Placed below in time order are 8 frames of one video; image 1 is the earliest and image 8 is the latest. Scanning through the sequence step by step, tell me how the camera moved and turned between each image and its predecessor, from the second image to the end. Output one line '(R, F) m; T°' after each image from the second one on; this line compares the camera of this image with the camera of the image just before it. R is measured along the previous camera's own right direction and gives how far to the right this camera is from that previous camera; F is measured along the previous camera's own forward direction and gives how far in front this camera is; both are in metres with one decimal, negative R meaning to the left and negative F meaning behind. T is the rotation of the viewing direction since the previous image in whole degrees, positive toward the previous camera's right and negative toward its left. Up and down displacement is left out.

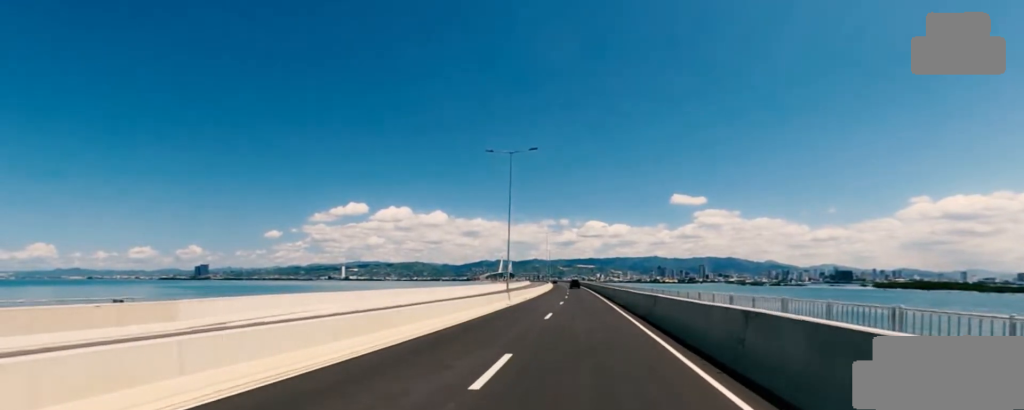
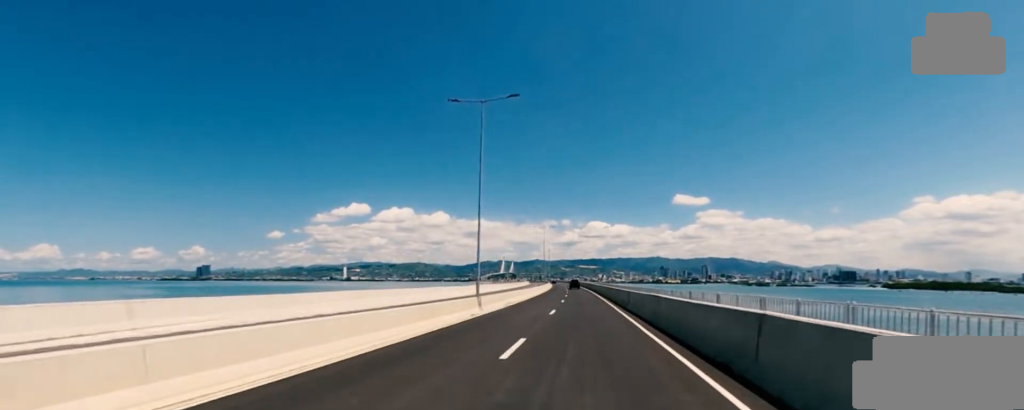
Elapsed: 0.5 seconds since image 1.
(0.0, +9.5) m; 0°
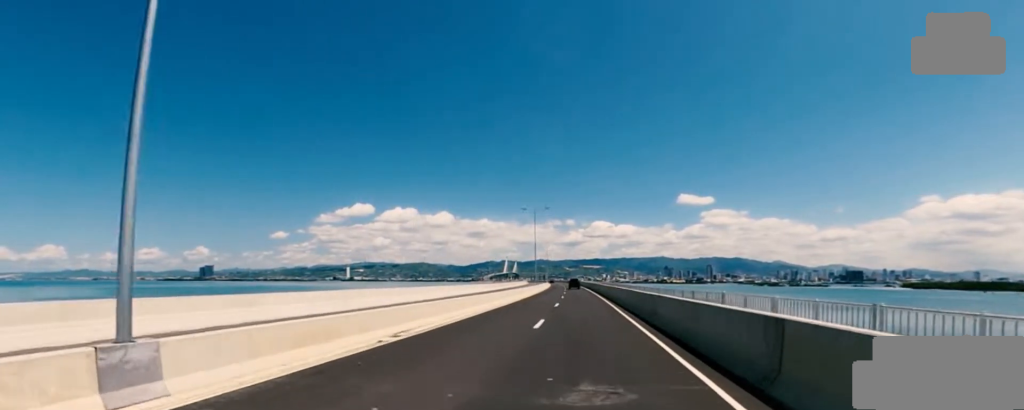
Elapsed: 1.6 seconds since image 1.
(+0.2, +18.6) m; +2°
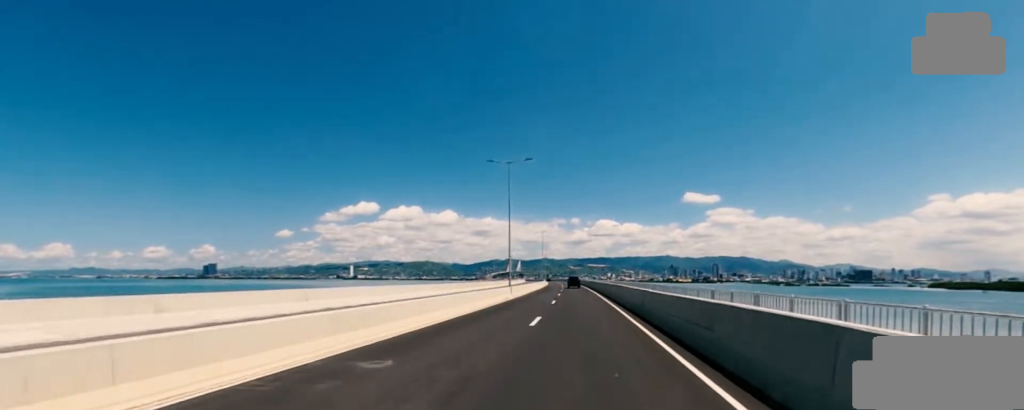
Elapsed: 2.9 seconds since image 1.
(+0.5, +24.4) m; -2°
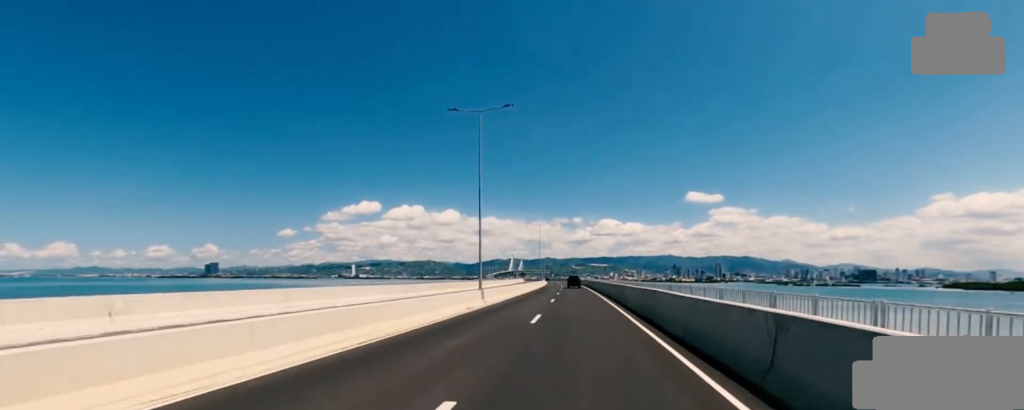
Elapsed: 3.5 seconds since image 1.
(-0.1, +11.7) m; -2°
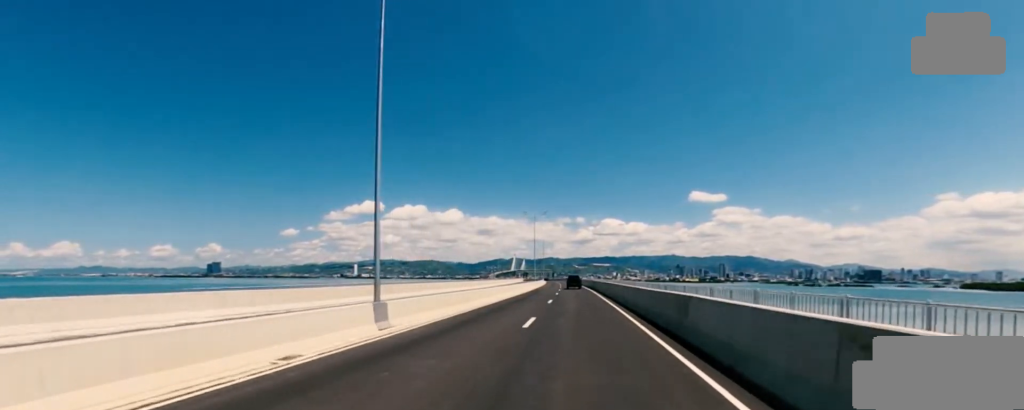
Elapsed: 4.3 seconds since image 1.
(-1.0, +13.5) m; -1°
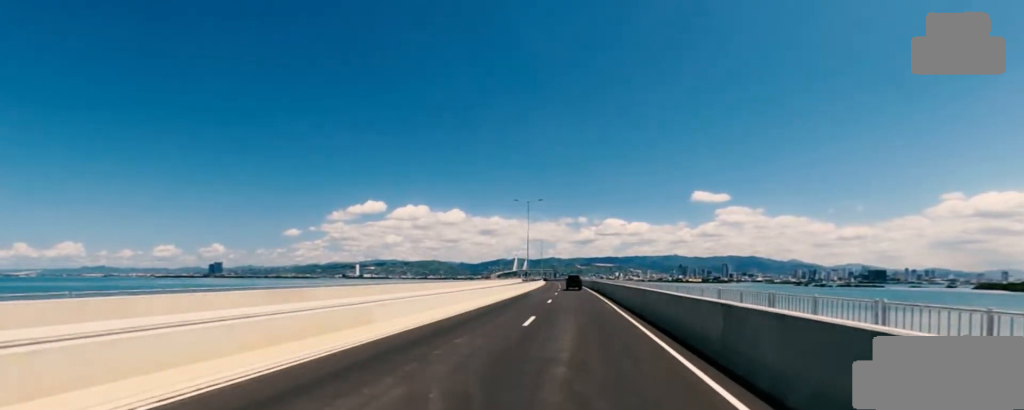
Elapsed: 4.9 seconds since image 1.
(+0.5, +11.6) m; 0°
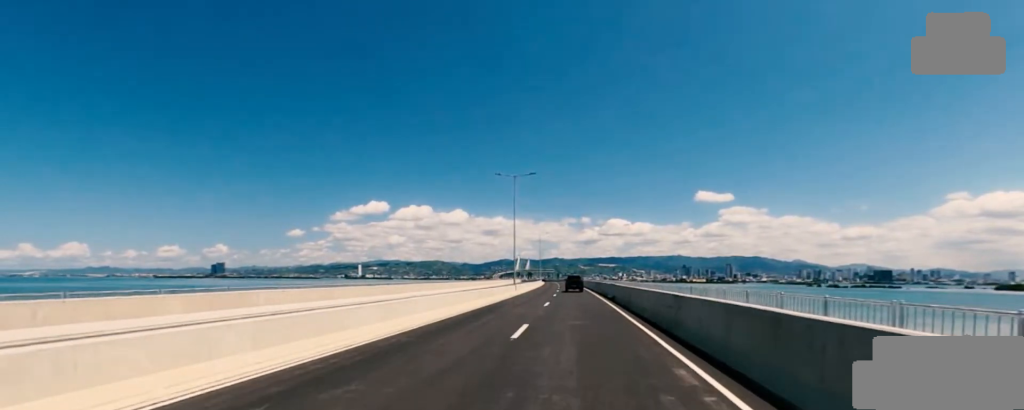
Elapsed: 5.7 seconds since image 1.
(0.0, +14.5) m; -1°
